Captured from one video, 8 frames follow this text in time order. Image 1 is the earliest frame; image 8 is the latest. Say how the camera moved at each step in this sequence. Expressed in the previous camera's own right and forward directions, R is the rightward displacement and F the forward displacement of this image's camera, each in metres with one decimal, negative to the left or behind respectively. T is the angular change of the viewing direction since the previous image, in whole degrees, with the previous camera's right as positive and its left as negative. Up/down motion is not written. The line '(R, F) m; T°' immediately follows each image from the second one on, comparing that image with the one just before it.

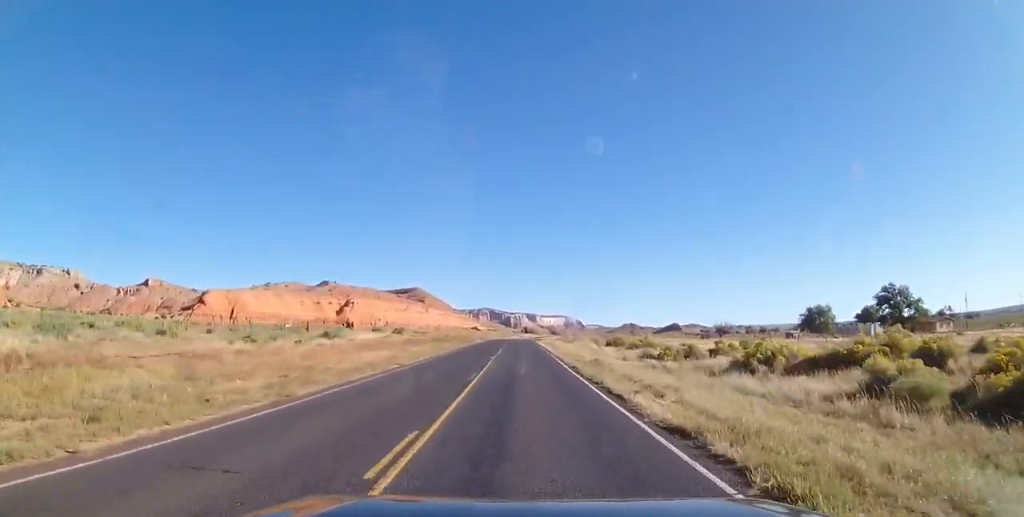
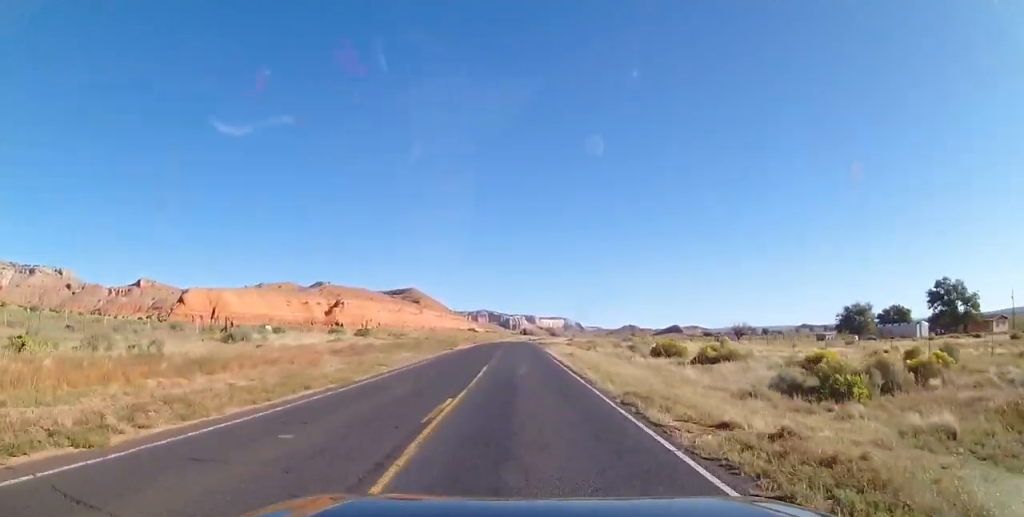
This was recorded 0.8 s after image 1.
(+0.1, +20.4) m; 0°
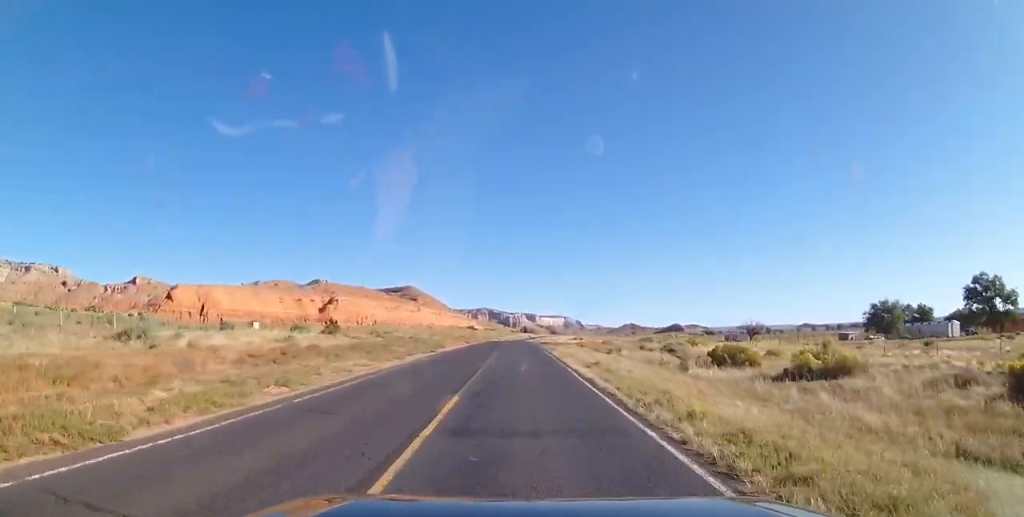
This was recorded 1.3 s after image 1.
(0.0, +12.0) m; 0°
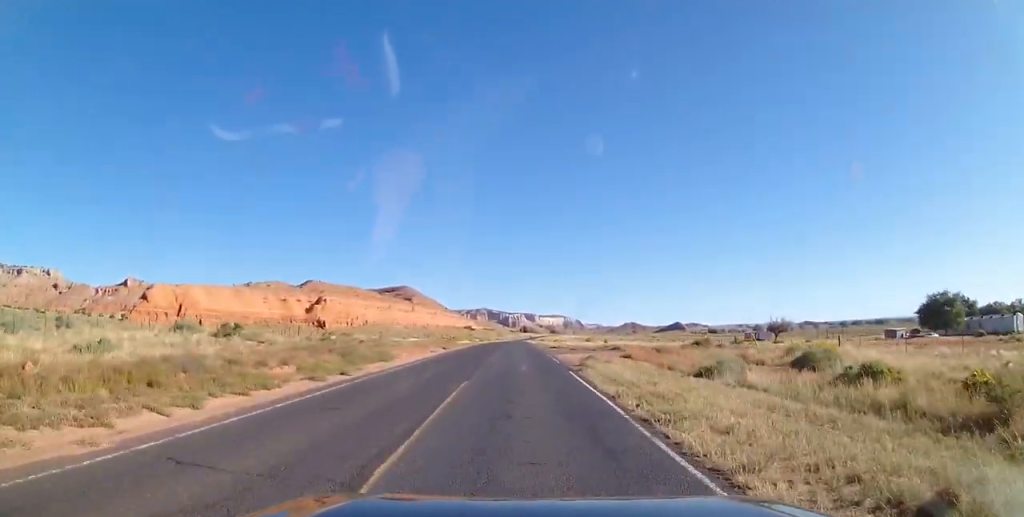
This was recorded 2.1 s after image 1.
(0.0, +21.3) m; 0°
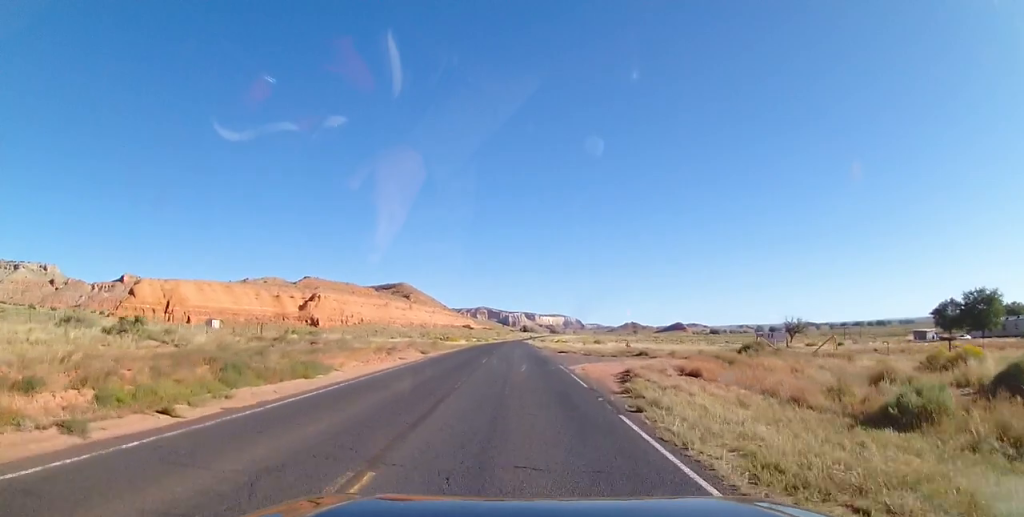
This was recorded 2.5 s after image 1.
(0.0, +11.0) m; 0°
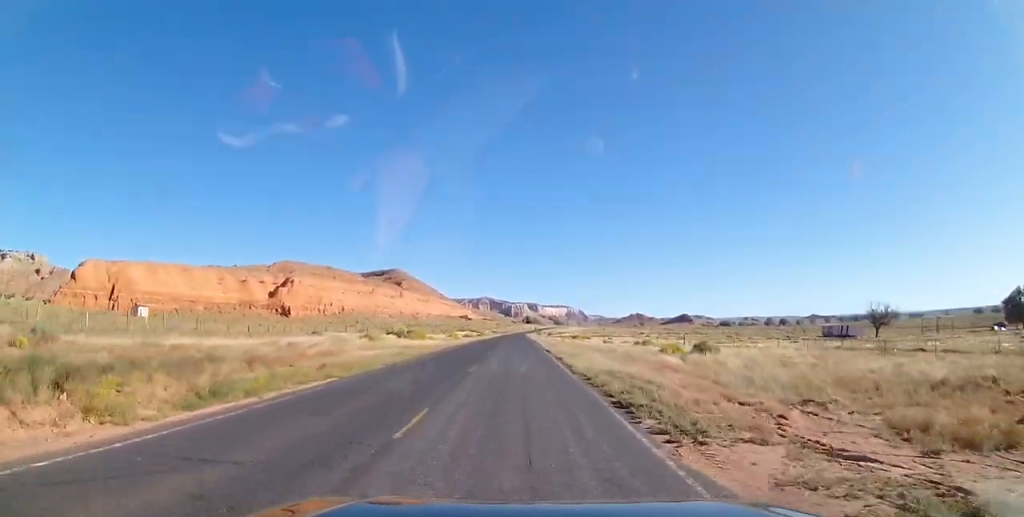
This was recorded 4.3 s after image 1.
(0.0, +43.7) m; 0°
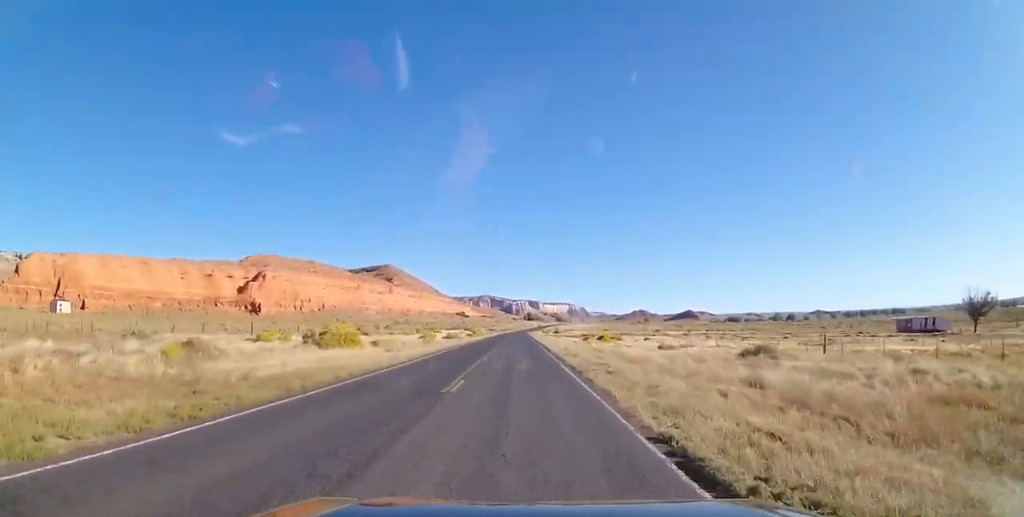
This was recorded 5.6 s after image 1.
(0.0, +33.6) m; 0°
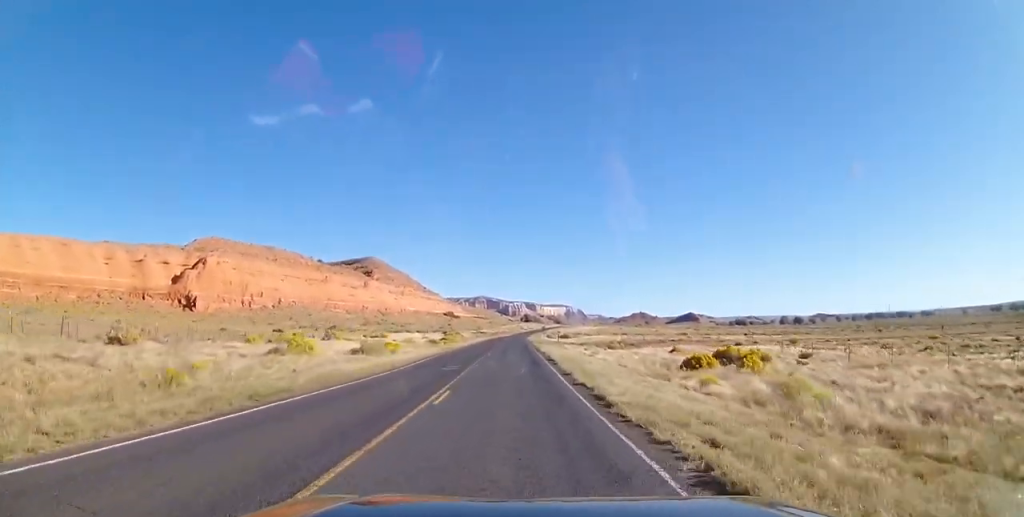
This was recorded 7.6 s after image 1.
(0.0, +49.6) m; 0°
